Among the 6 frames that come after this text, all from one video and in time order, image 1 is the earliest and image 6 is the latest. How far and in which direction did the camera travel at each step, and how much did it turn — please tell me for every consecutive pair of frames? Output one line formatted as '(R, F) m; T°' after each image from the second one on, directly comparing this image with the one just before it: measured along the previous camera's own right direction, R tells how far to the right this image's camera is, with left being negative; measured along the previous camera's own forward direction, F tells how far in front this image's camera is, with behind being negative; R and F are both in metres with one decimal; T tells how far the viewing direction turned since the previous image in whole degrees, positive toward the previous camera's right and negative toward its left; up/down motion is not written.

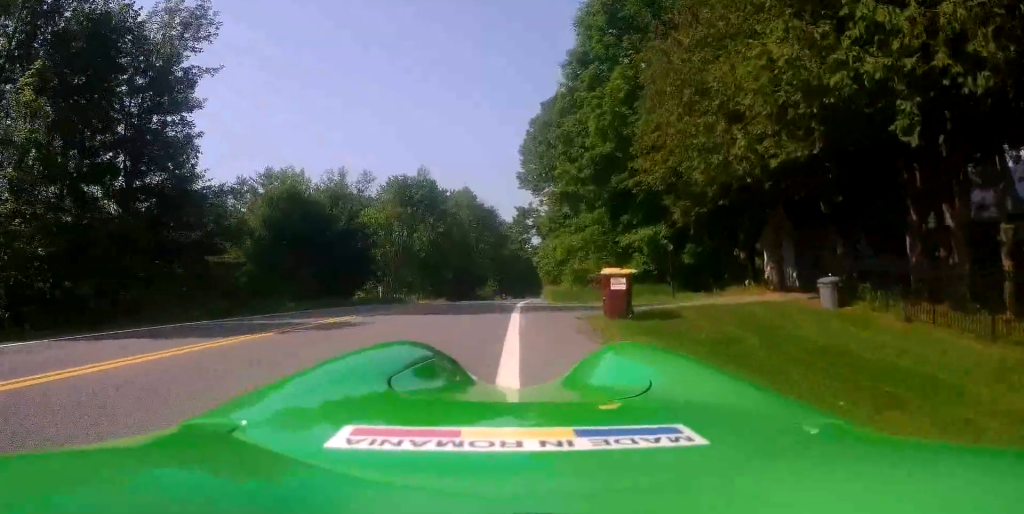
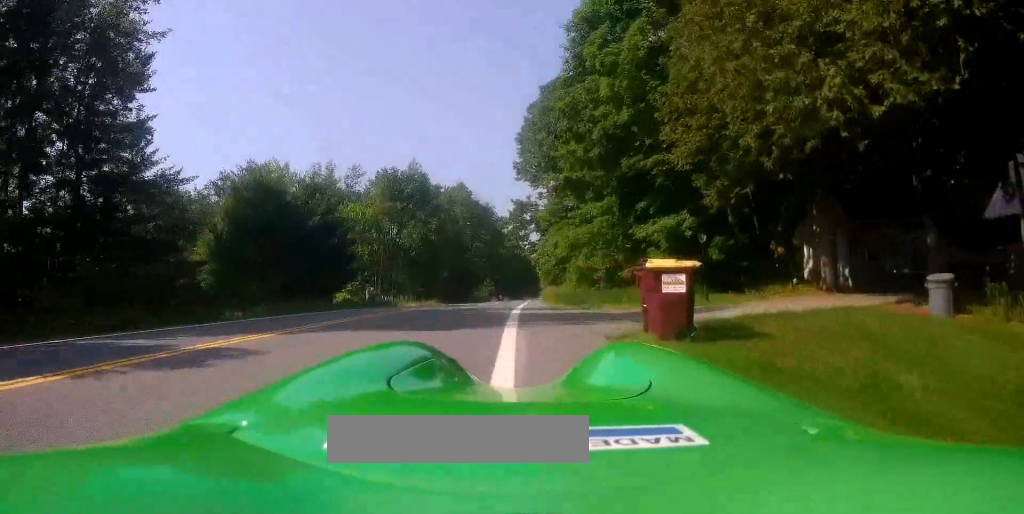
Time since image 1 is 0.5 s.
(+0.1, +4.5) m; +1°
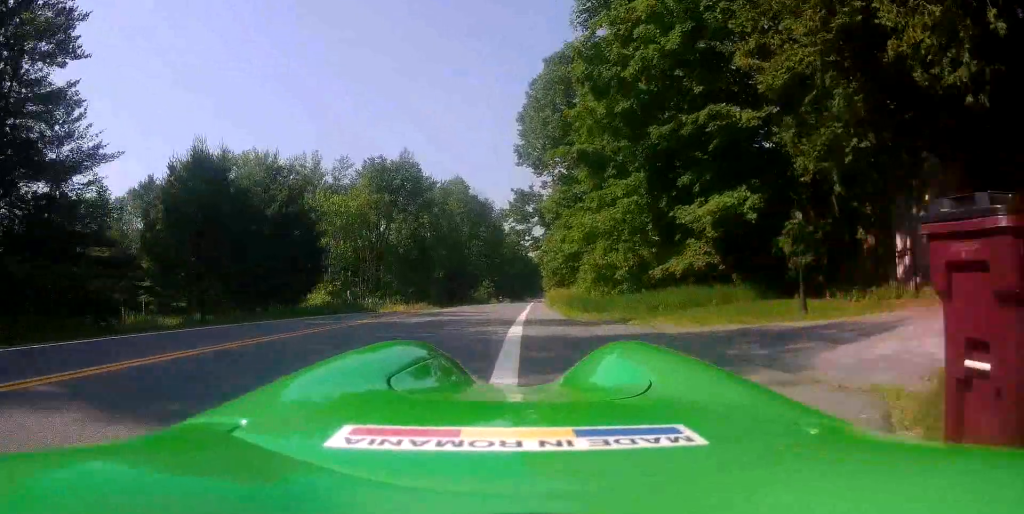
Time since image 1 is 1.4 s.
(0.0, +6.9) m; -1°
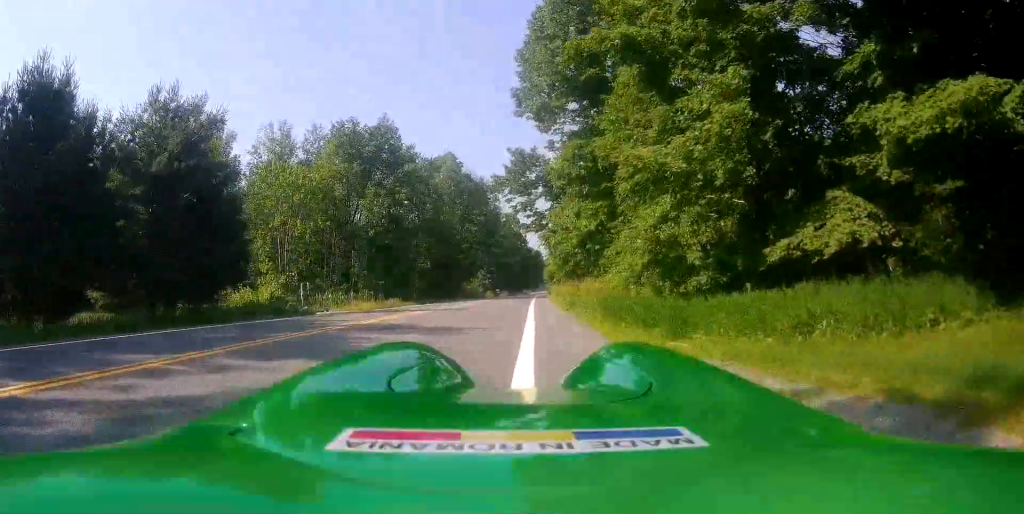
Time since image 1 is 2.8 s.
(-0.3, +11.3) m; -1°
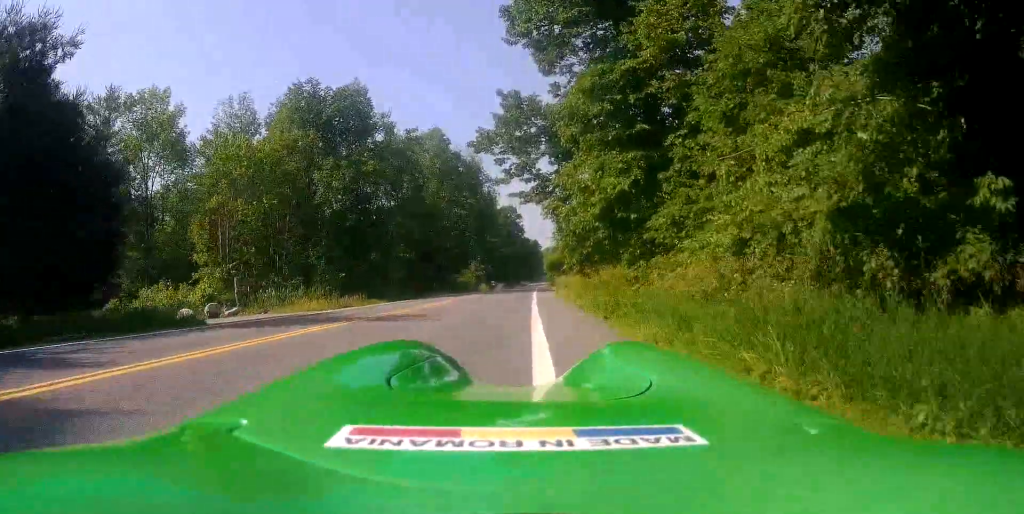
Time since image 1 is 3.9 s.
(+0.1, +9.5) m; 0°
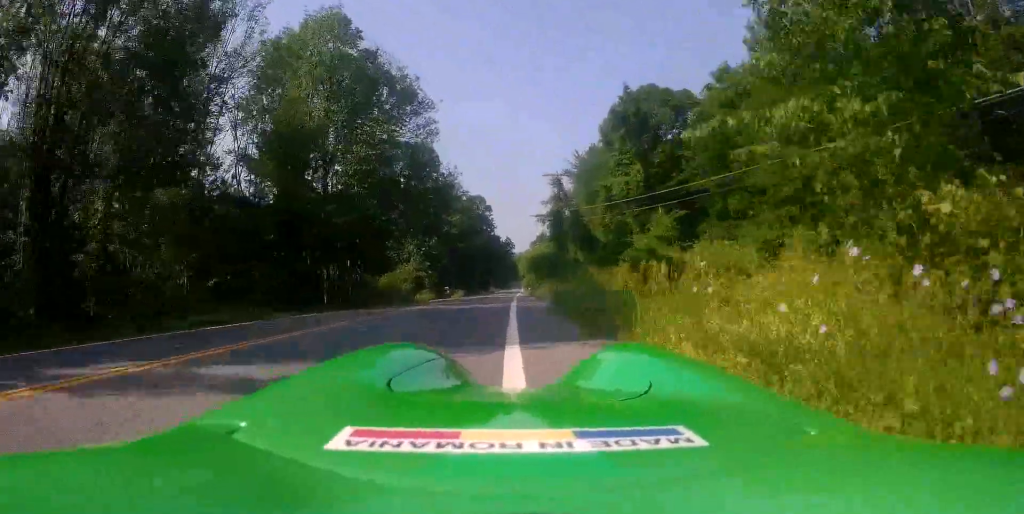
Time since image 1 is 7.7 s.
(-0.2, +33.3) m; 0°
